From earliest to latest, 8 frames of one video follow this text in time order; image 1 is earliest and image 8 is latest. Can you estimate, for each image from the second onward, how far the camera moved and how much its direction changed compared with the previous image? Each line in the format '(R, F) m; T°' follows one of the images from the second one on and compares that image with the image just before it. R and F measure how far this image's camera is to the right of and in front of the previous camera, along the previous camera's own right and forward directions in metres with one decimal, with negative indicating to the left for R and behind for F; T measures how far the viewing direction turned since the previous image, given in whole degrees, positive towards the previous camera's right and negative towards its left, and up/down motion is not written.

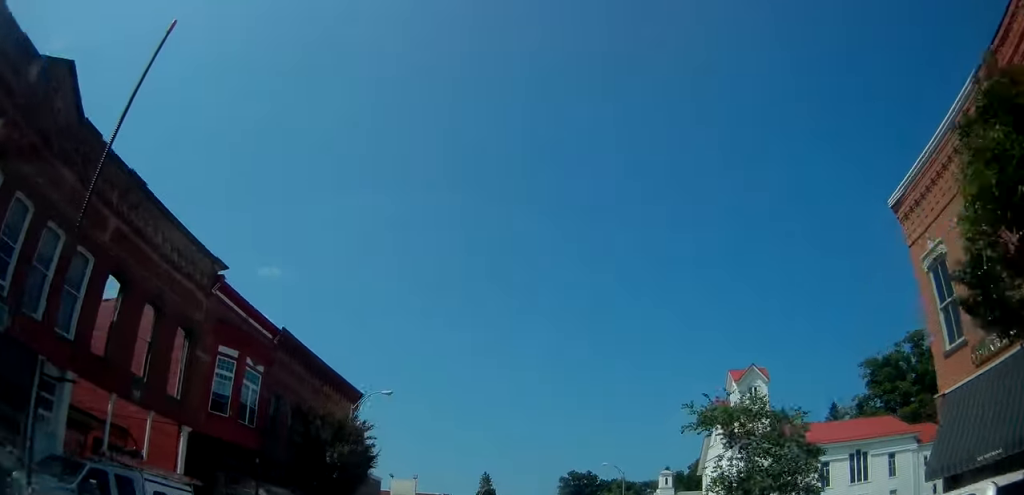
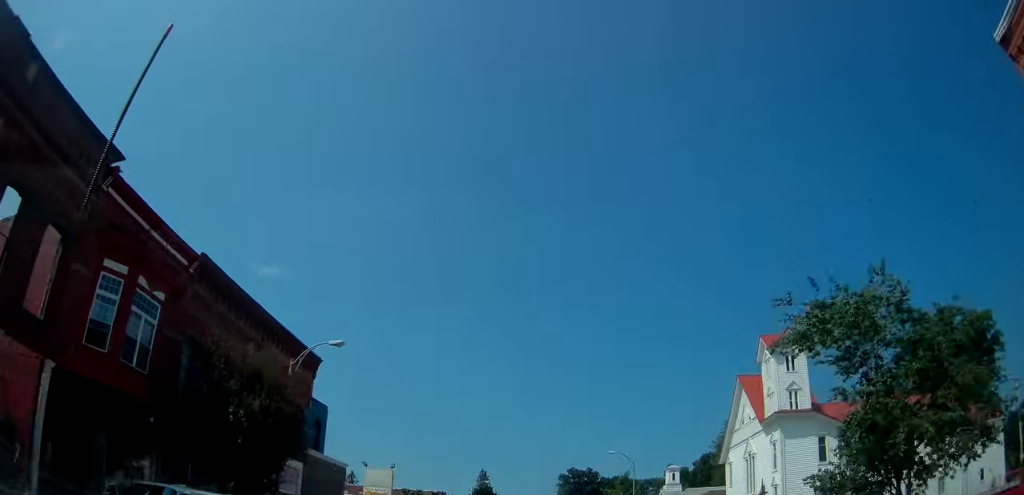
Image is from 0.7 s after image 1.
(0.0, +8.4) m; 0°
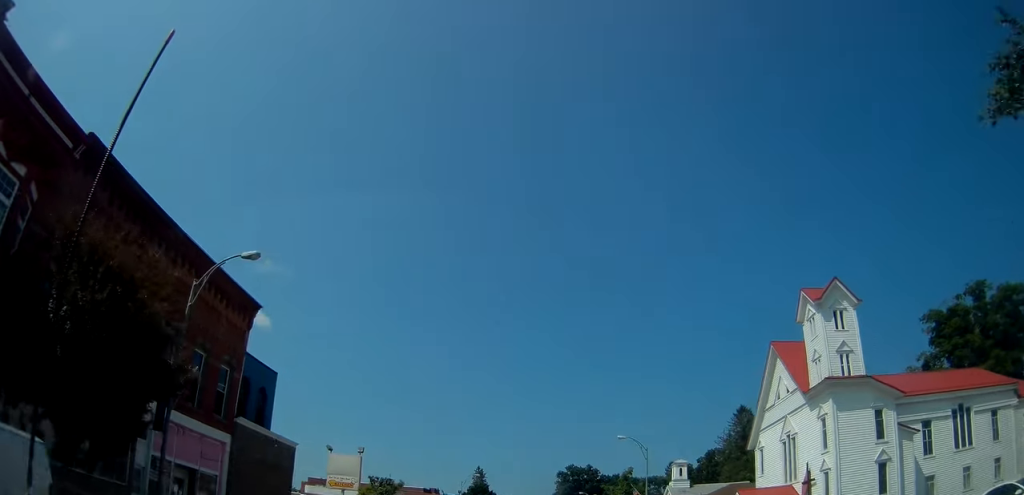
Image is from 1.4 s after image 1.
(0.0, +8.0) m; 0°
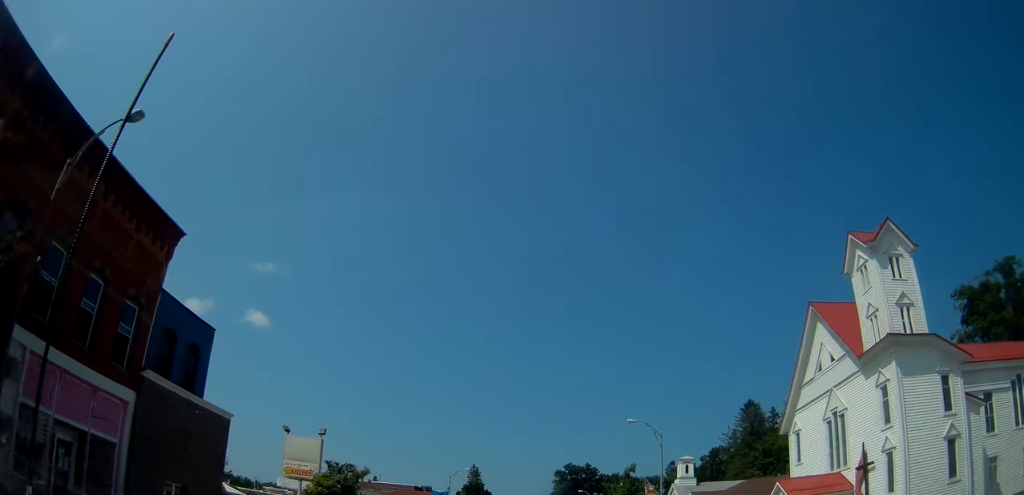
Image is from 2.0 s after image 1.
(0.0, +7.0) m; 0°
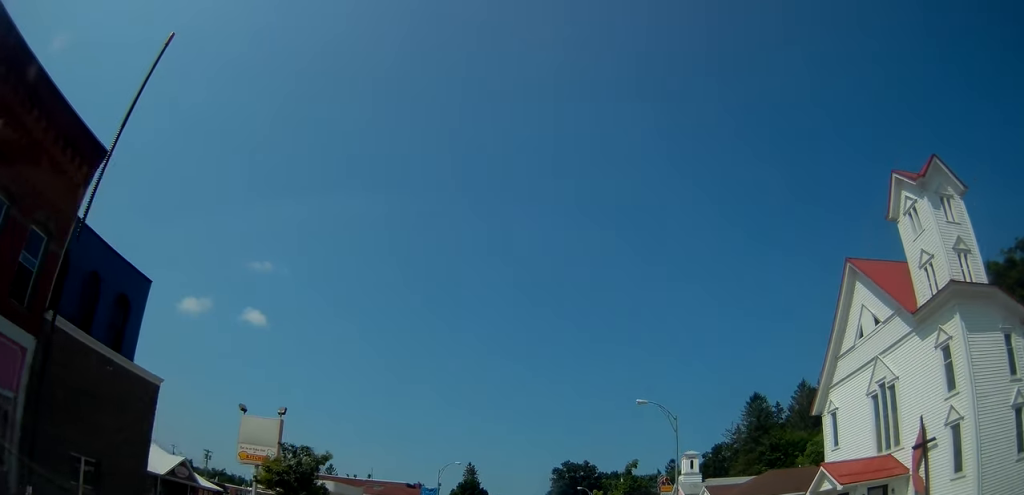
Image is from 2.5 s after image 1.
(0.0, +5.4) m; 0°
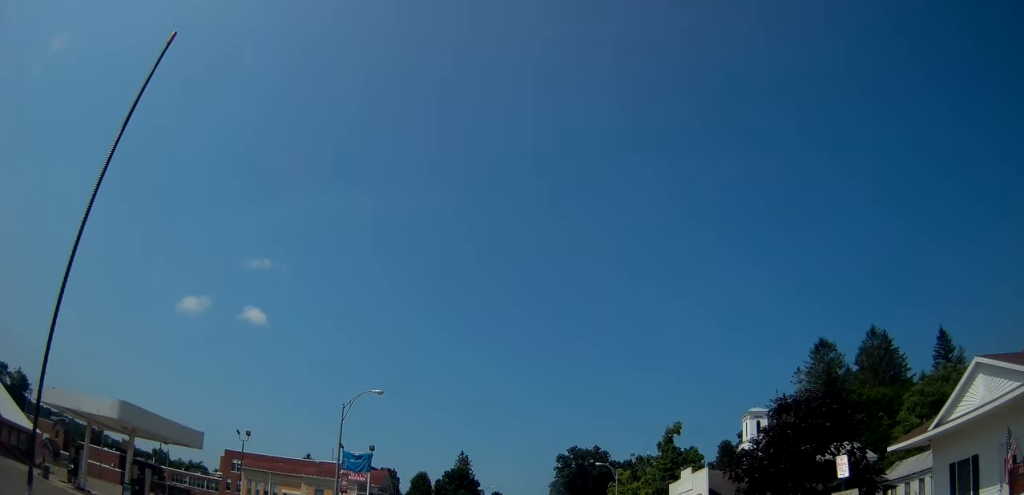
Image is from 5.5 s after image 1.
(+0.1, +30.8) m; 0°
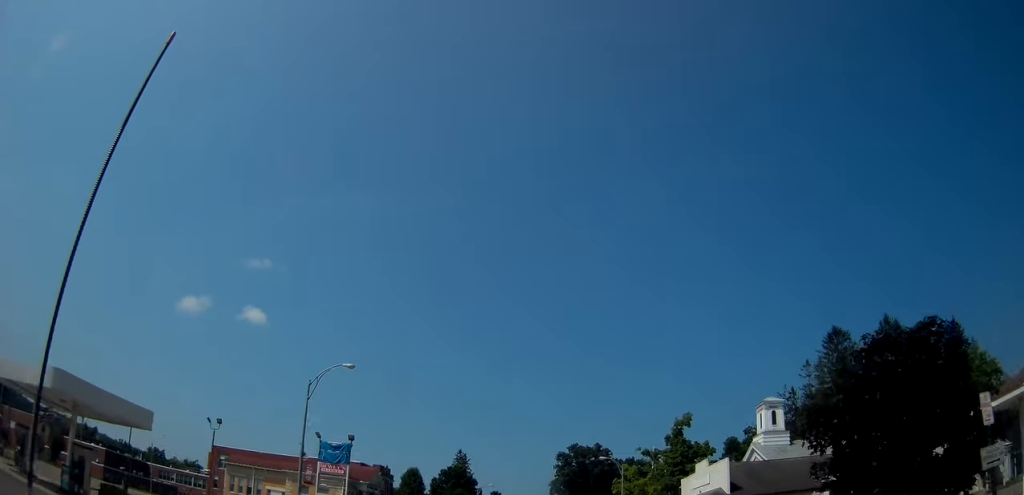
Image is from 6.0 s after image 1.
(-0.2, +4.9) m; 0°
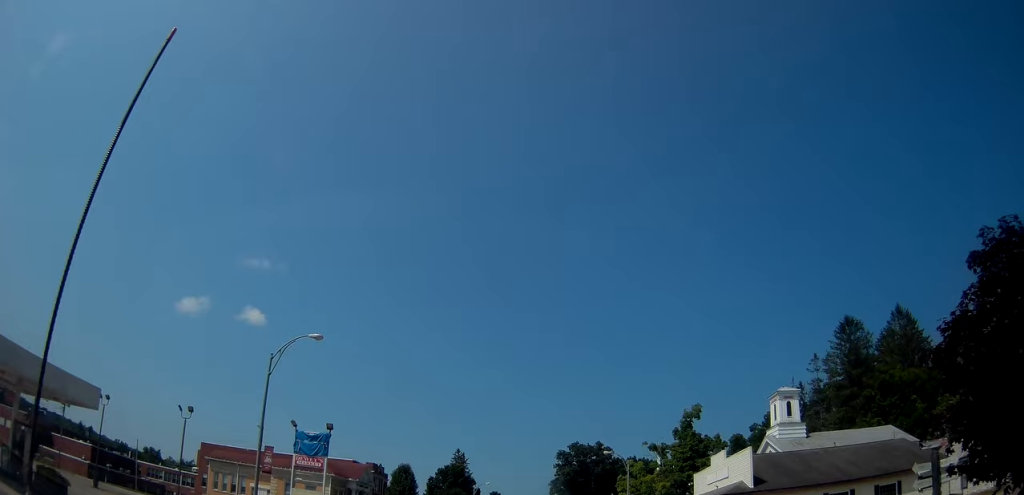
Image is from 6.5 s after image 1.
(-0.2, +4.2) m; 0°
